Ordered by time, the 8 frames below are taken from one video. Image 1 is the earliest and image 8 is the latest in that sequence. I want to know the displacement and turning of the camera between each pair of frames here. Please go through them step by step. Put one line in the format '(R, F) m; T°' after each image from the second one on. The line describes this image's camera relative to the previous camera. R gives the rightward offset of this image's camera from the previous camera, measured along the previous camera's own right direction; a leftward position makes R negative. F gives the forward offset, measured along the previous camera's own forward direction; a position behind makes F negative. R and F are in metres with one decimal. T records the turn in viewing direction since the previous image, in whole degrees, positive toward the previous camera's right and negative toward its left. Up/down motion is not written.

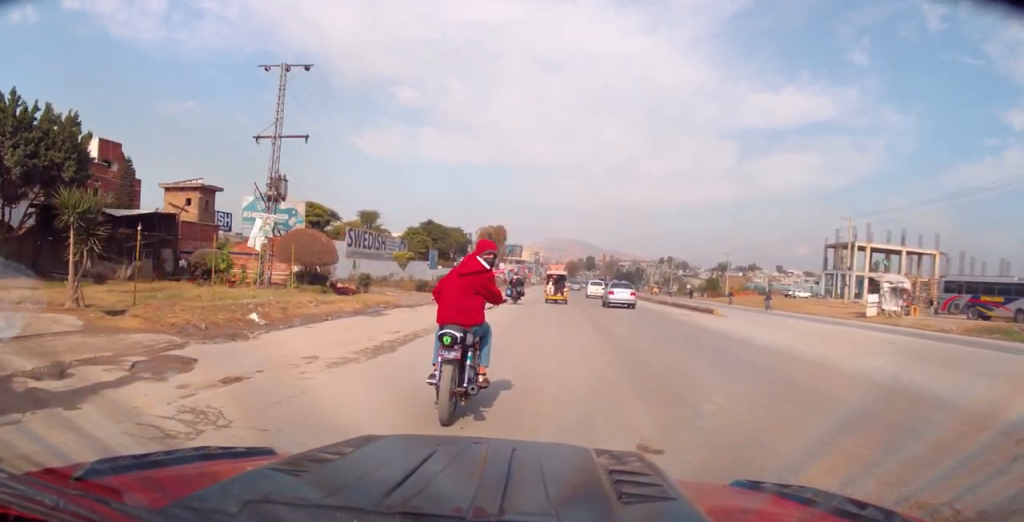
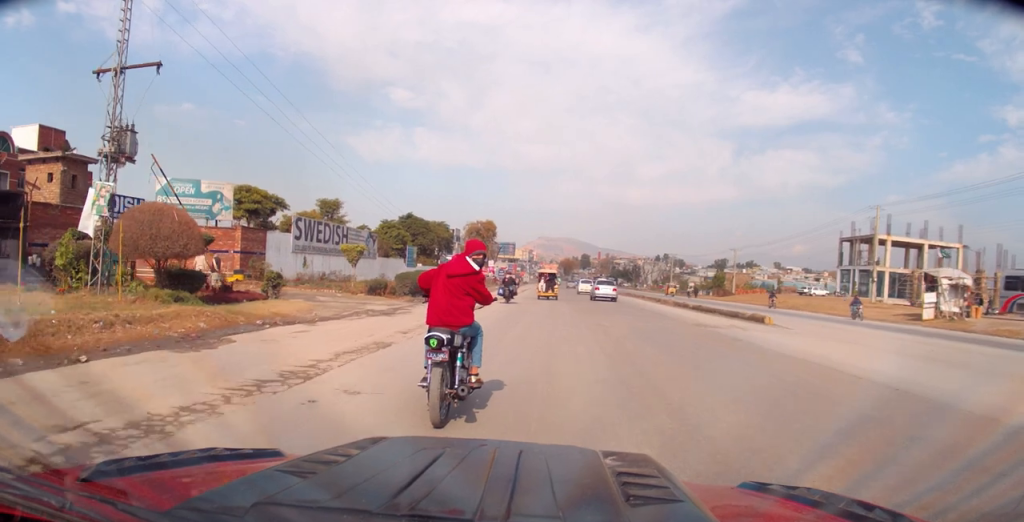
(+0.2, +10.1) m; +3°
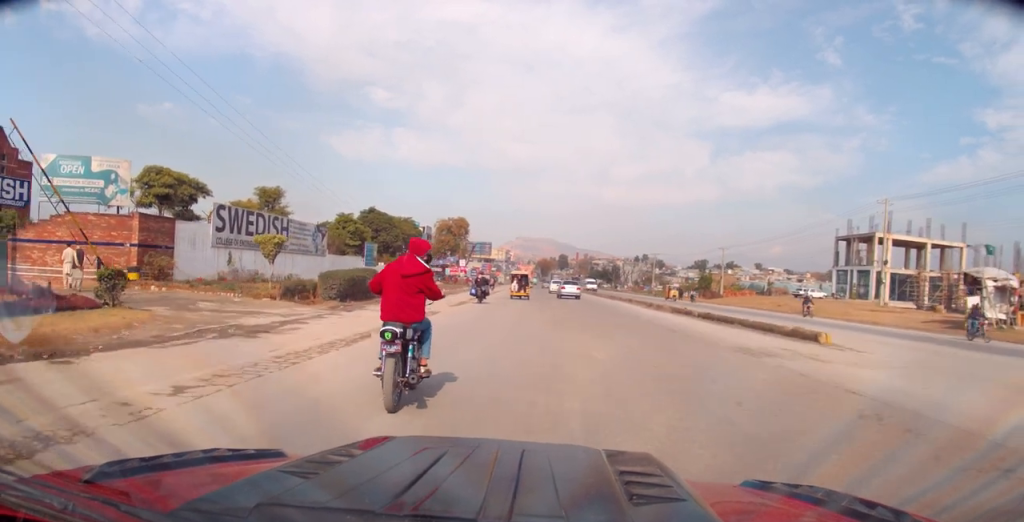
(+0.1, +7.6) m; -1°
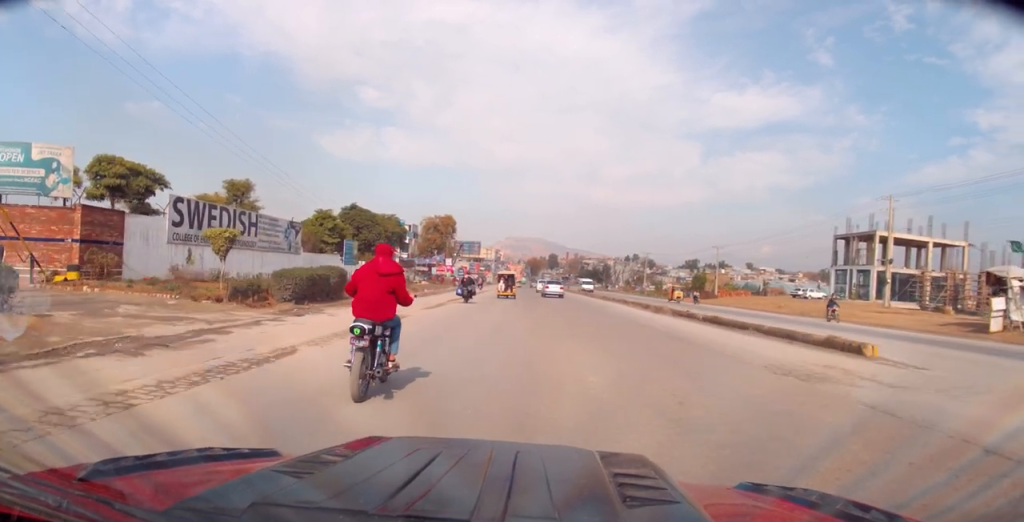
(0.0, +3.2) m; -1°
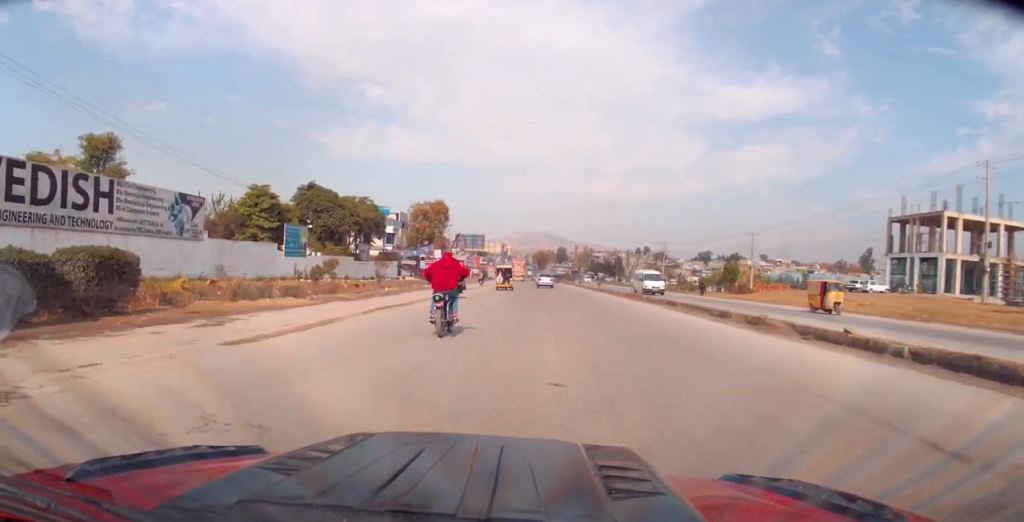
(0.0, +14.6) m; +4°
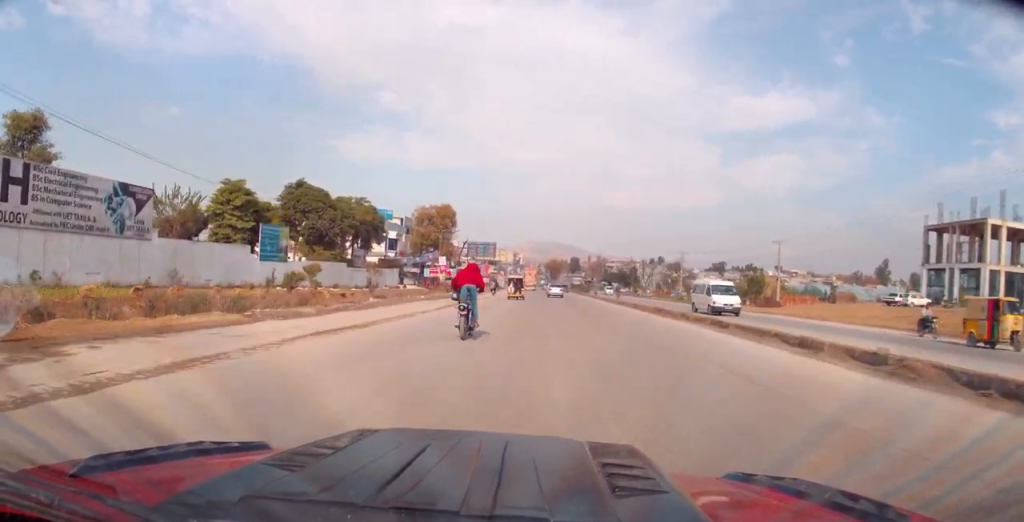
(+0.2, +5.8) m; -1°
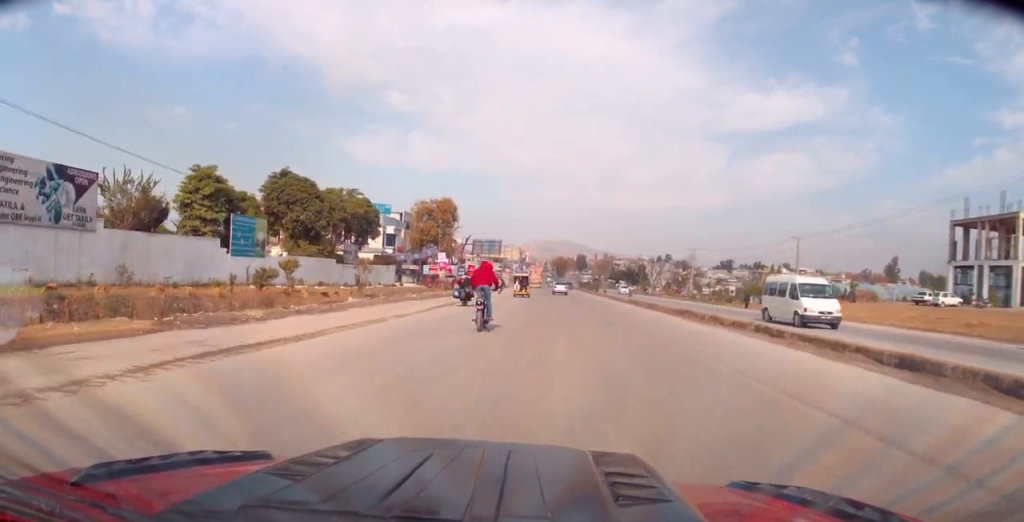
(+0.1, +4.3) m; 0°
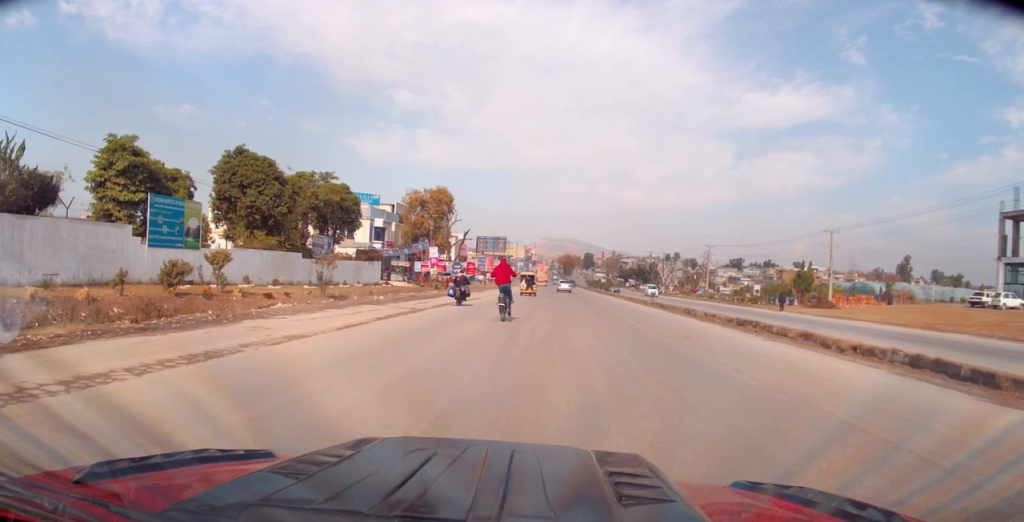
(-0.3, +8.3) m; 0°
